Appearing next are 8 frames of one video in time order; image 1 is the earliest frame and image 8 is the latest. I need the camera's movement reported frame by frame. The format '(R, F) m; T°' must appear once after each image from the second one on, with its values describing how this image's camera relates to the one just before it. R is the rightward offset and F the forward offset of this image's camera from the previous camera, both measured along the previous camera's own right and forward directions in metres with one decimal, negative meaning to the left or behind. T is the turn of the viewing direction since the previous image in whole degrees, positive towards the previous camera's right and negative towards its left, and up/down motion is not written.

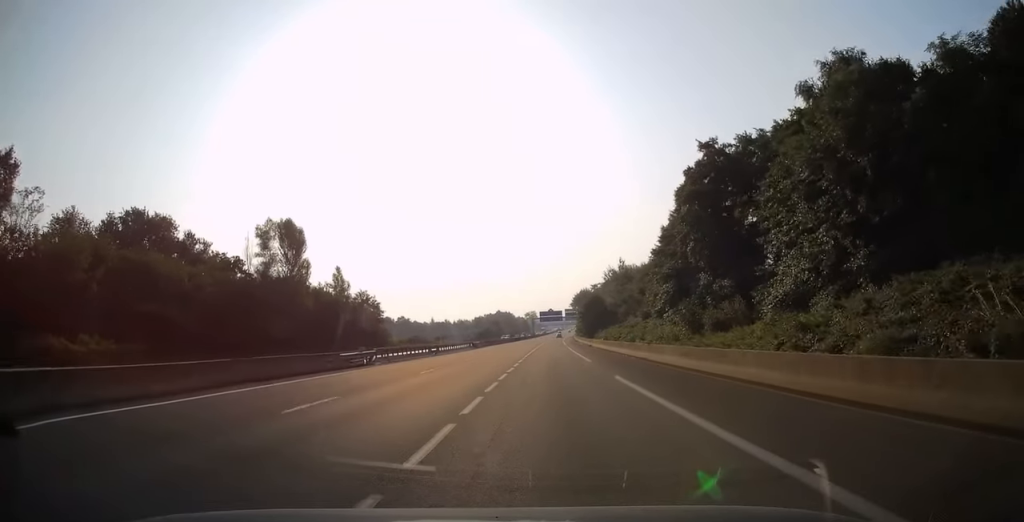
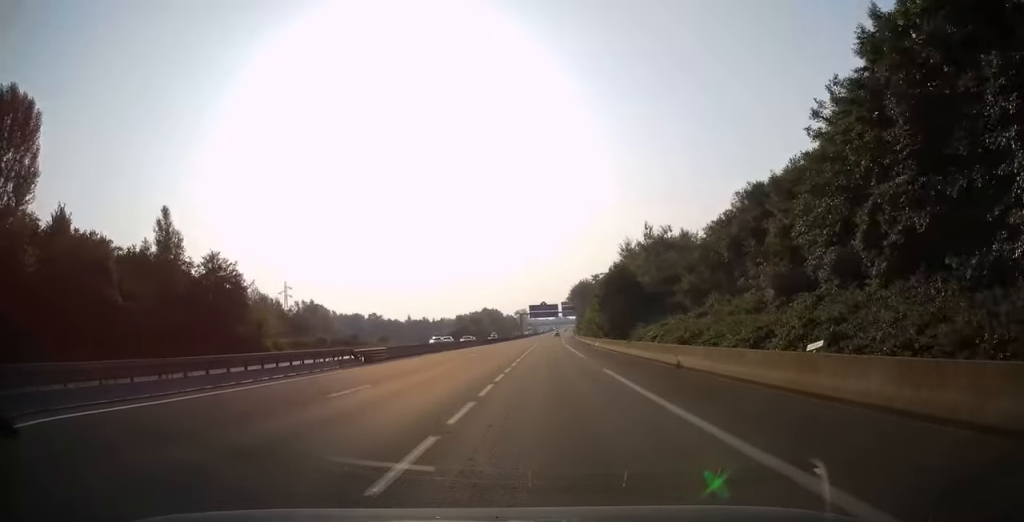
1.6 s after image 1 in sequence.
(+0.2, +49.1) m; 0°
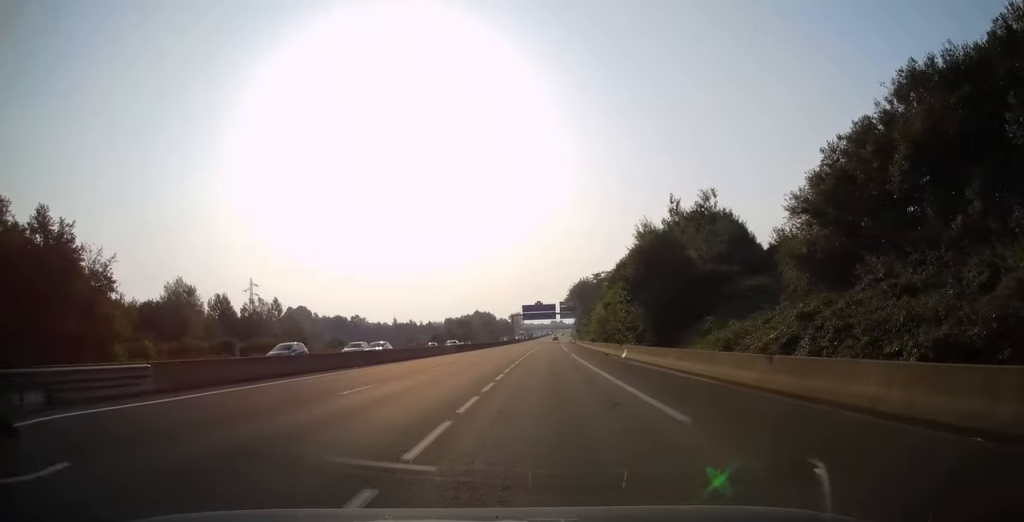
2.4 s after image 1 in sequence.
(0.0, +24.6) m; 0°
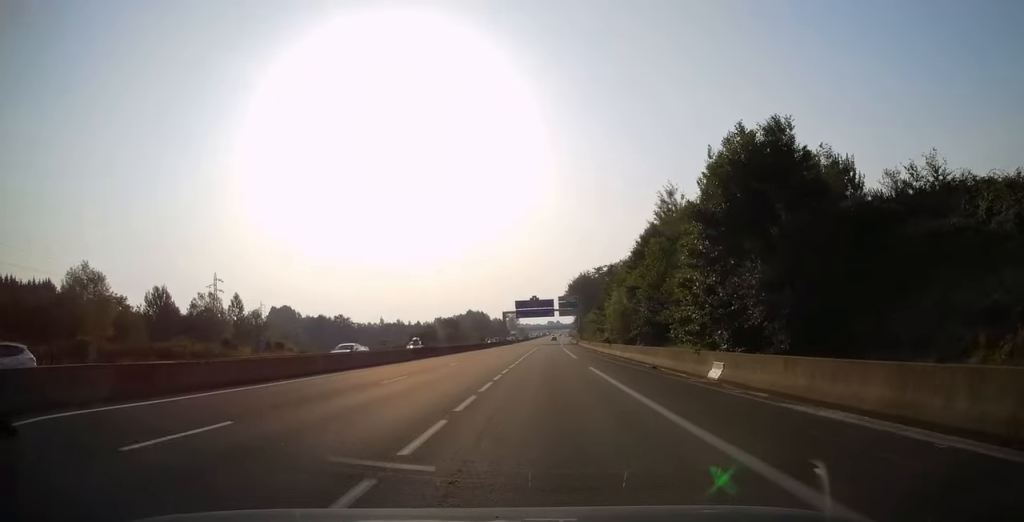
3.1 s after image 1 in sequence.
(0.0, +21.5) m; +1°
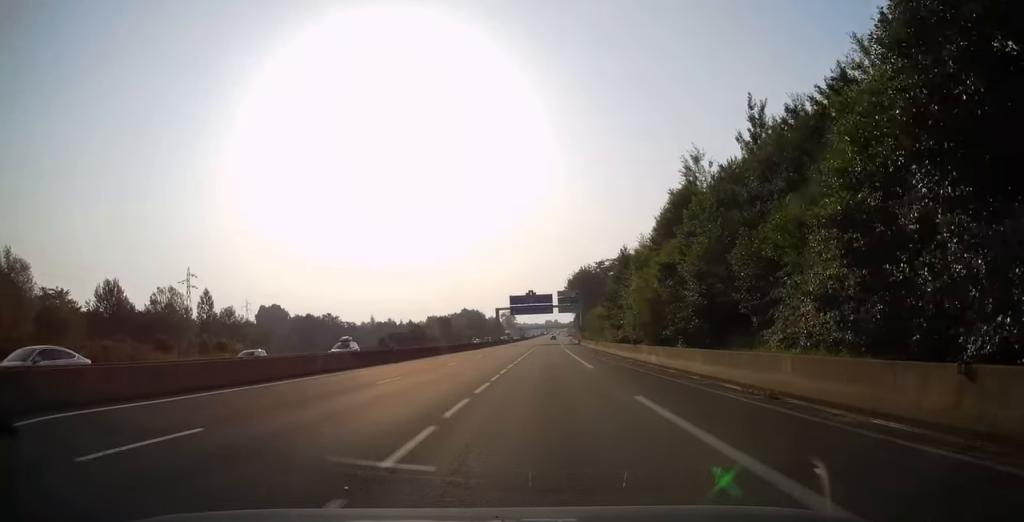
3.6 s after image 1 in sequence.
(+0.1, +13.8) m; 0°
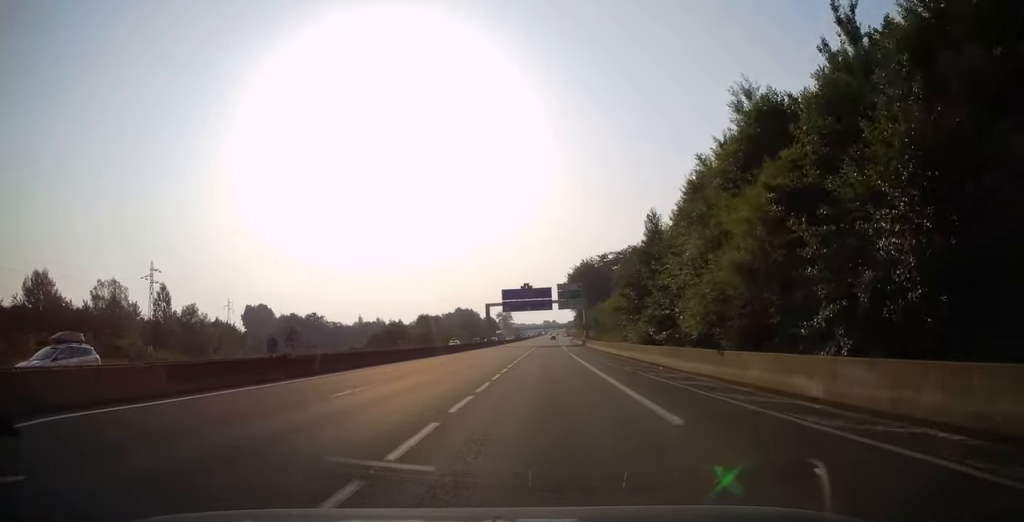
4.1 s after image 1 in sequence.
(+0.2, +16.9) m; 0°
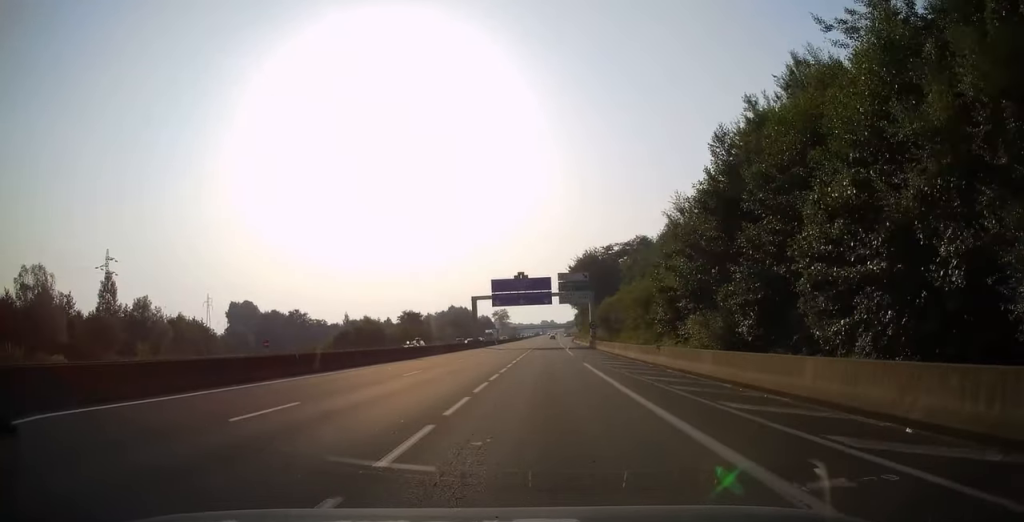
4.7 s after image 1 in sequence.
(0.0, +17.9) m; 0°
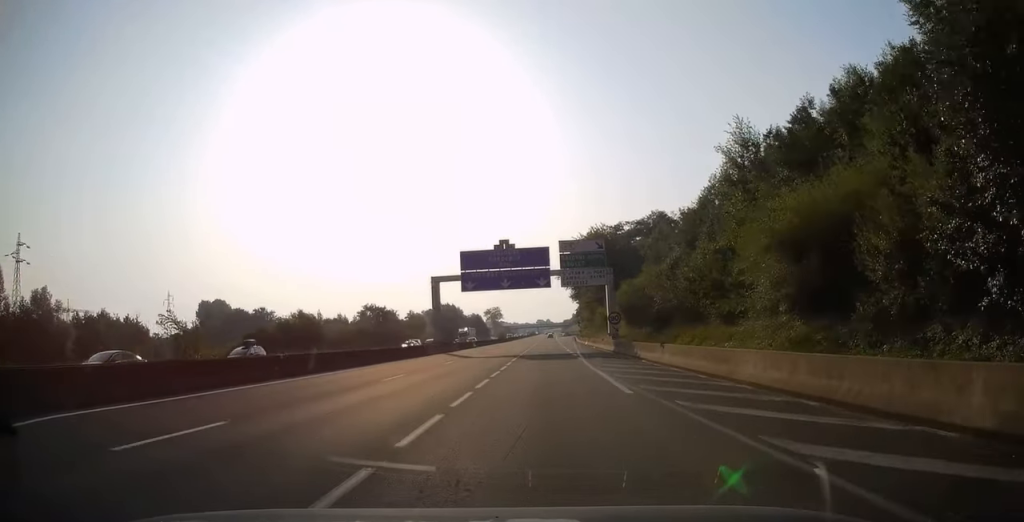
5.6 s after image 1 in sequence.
(0.0, +29.1) m; 0°
